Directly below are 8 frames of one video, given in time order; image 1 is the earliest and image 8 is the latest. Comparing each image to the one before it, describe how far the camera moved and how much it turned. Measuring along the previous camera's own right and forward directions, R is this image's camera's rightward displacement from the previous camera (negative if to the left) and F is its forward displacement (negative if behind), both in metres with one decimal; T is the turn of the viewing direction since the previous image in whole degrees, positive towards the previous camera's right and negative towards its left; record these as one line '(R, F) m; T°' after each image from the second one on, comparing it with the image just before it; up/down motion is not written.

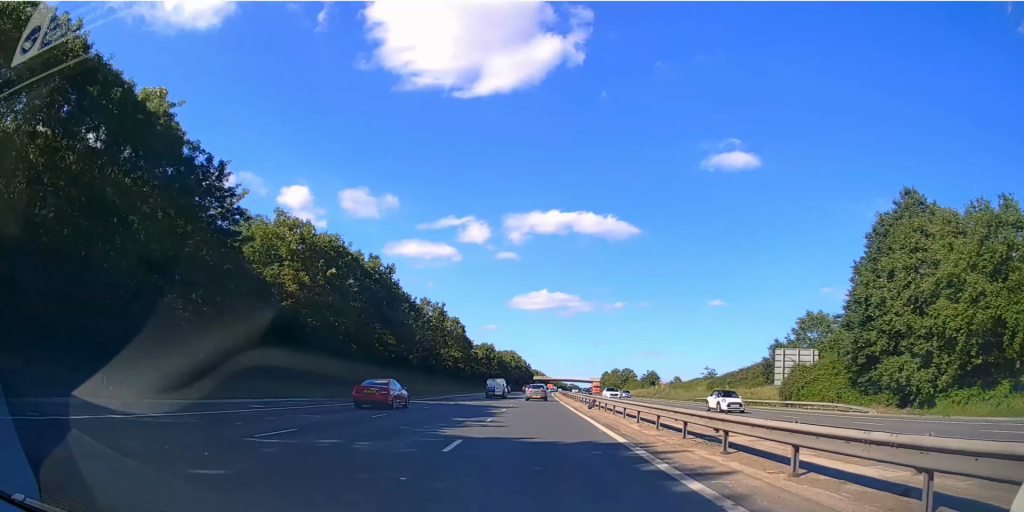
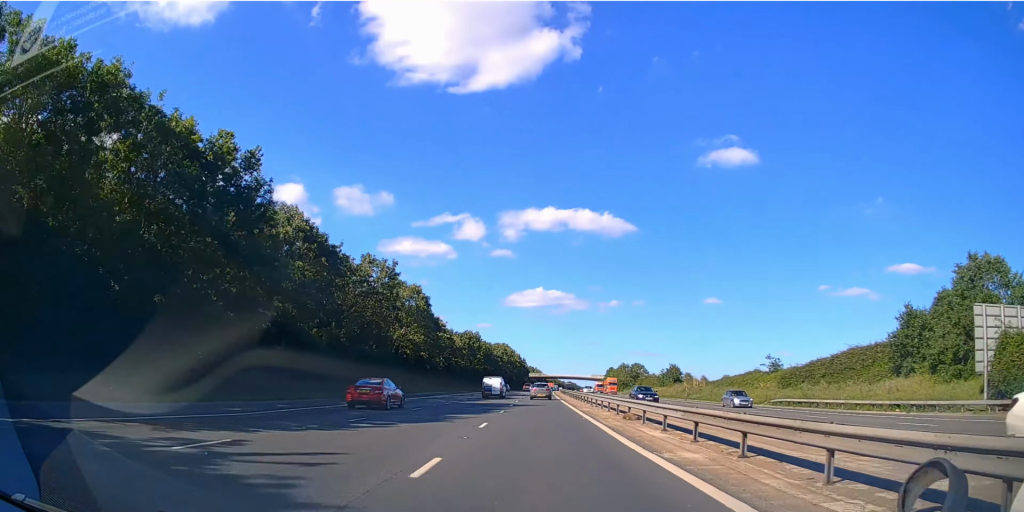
(+0.2, +32.5) m; +1°
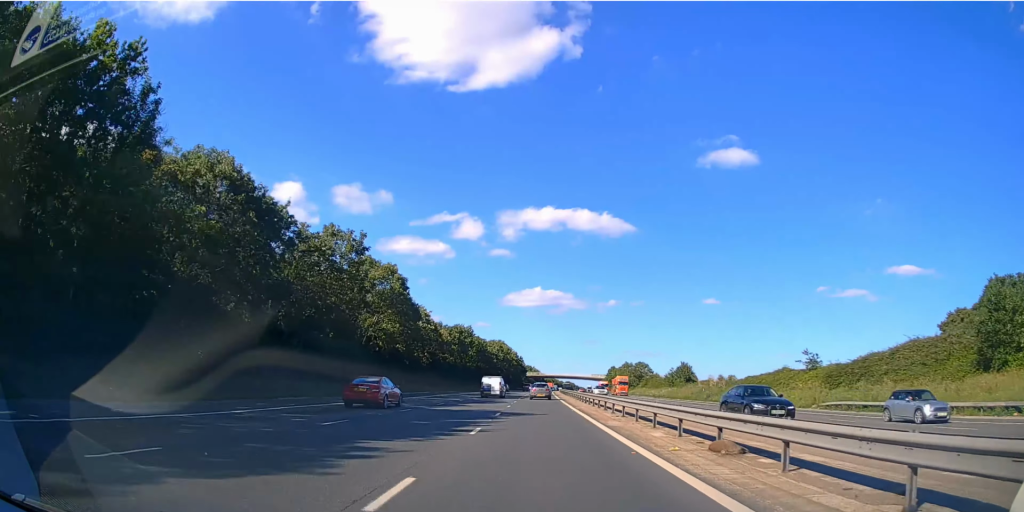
(0.0, +11.8) m; 0°
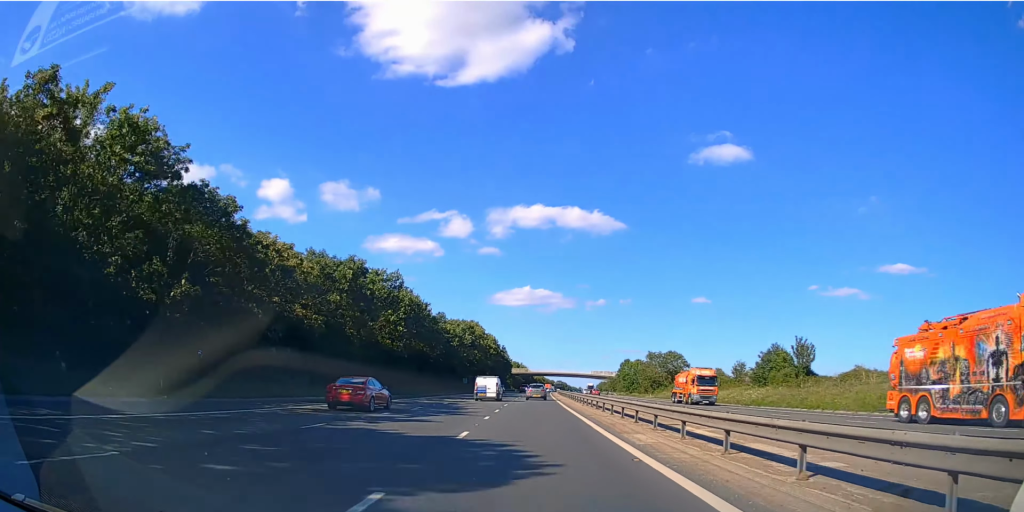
(+0.6, +61.8) m; +1°
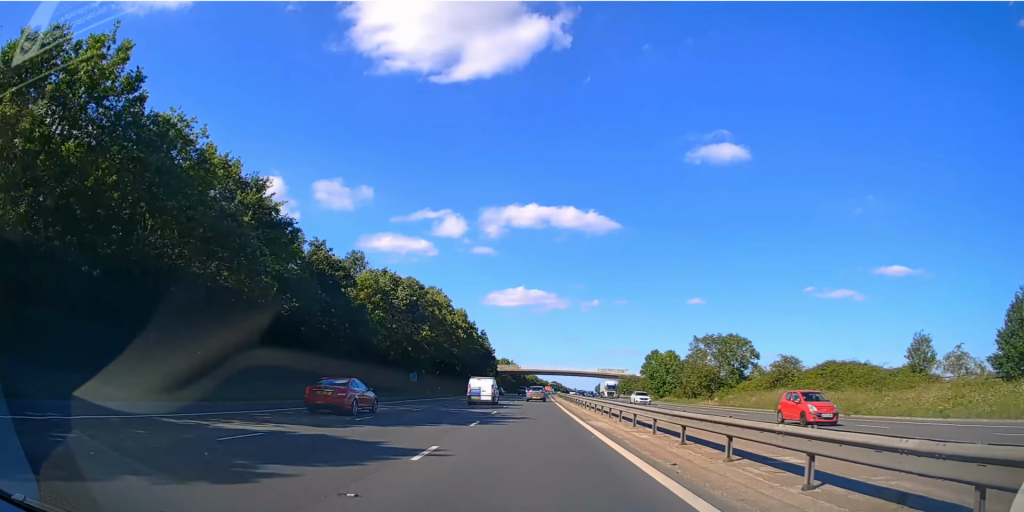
(+0.3, +49.6) m; +1°
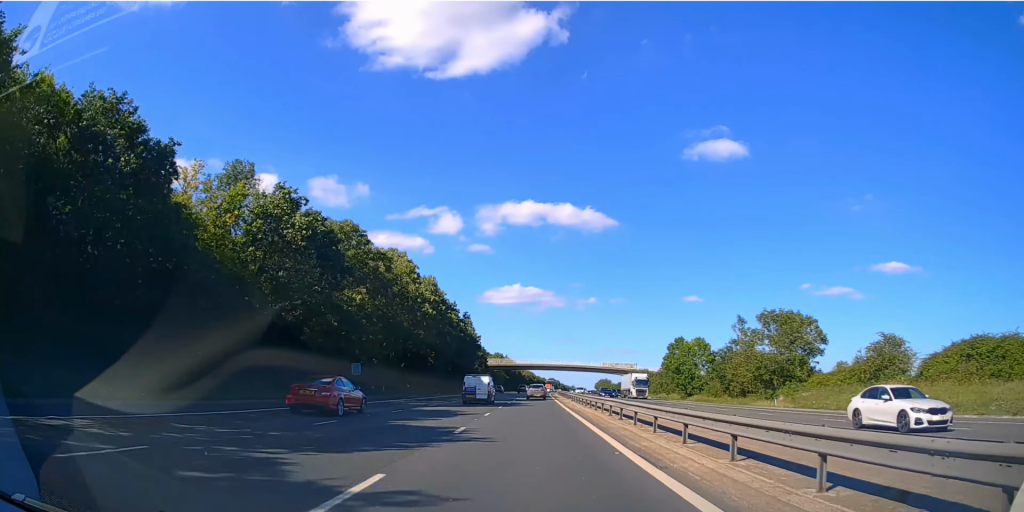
(0.0, +25.4) m; 0°
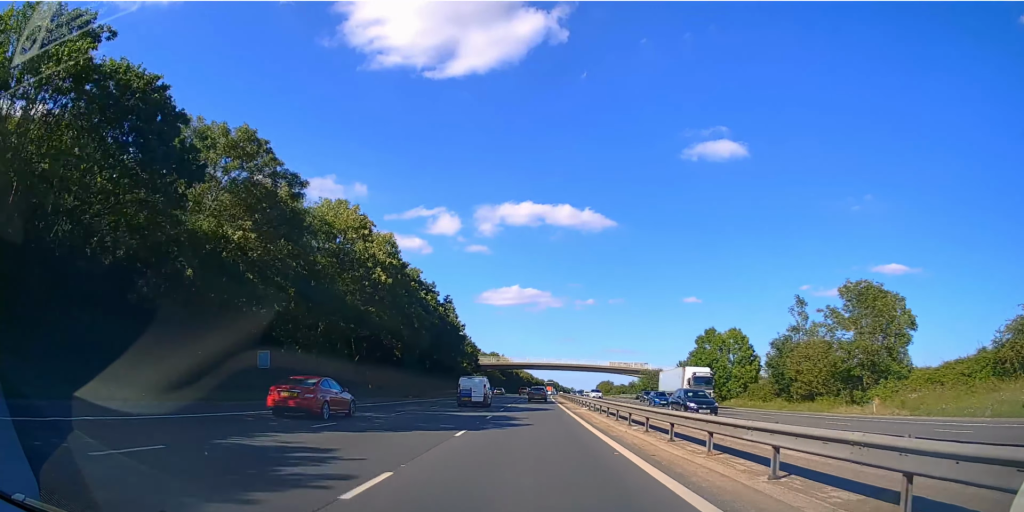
(0.0, +19.4) m; 0°
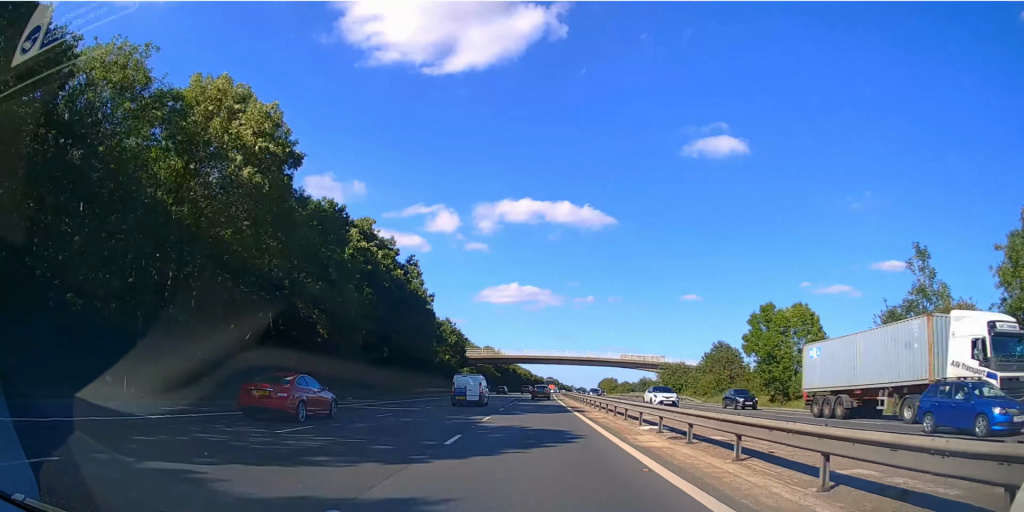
(0.0, +22.2) m; 0°
